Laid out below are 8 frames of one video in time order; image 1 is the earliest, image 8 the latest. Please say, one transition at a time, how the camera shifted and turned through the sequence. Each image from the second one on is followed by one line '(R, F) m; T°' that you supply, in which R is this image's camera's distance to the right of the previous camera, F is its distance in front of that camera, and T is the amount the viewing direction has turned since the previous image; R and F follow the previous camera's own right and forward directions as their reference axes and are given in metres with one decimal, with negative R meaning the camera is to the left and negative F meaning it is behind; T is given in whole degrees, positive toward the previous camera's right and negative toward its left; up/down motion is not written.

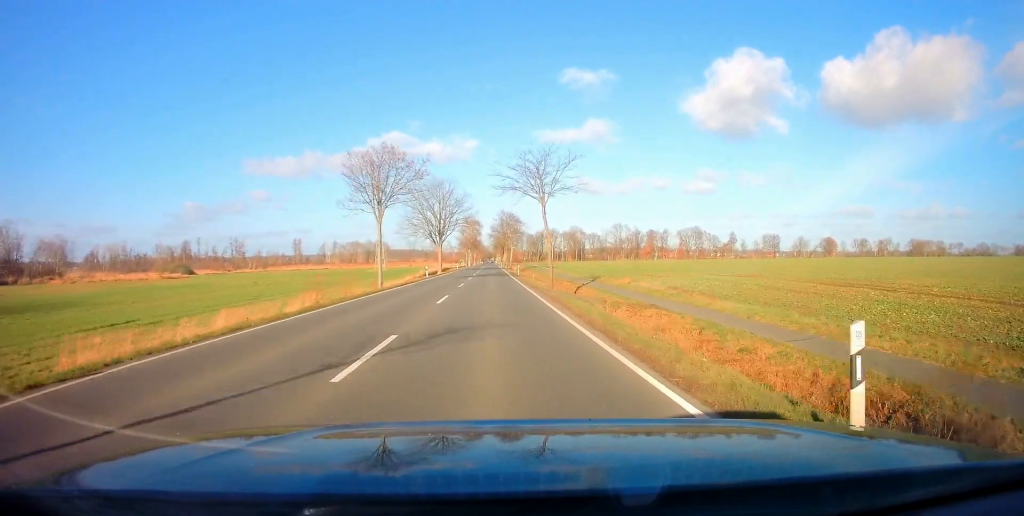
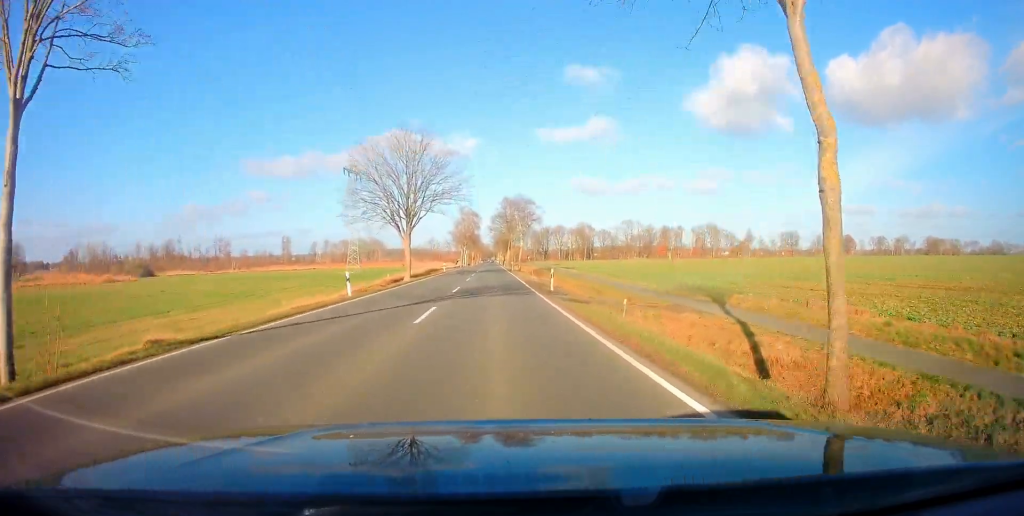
(-0.1, +30.0) m; 0°
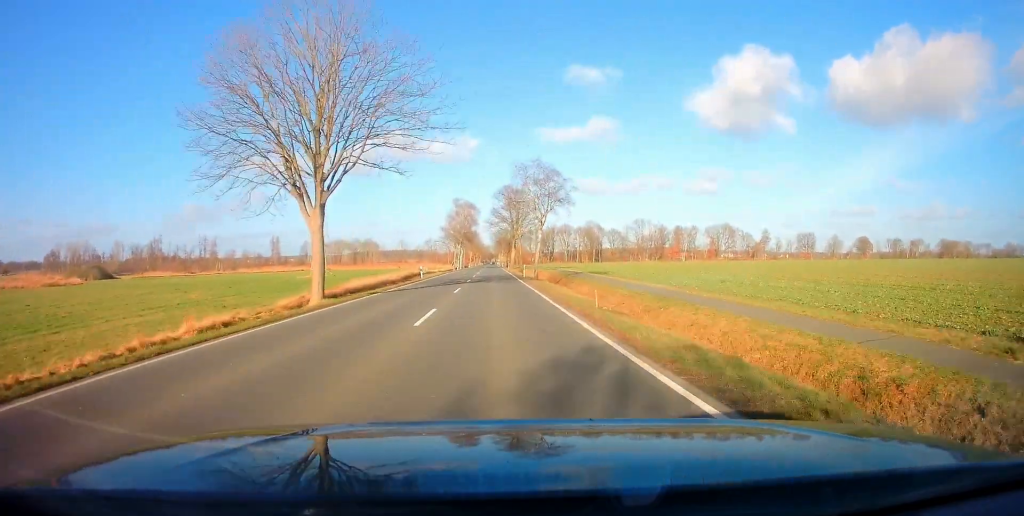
(0.0, +24.6) m; 0°
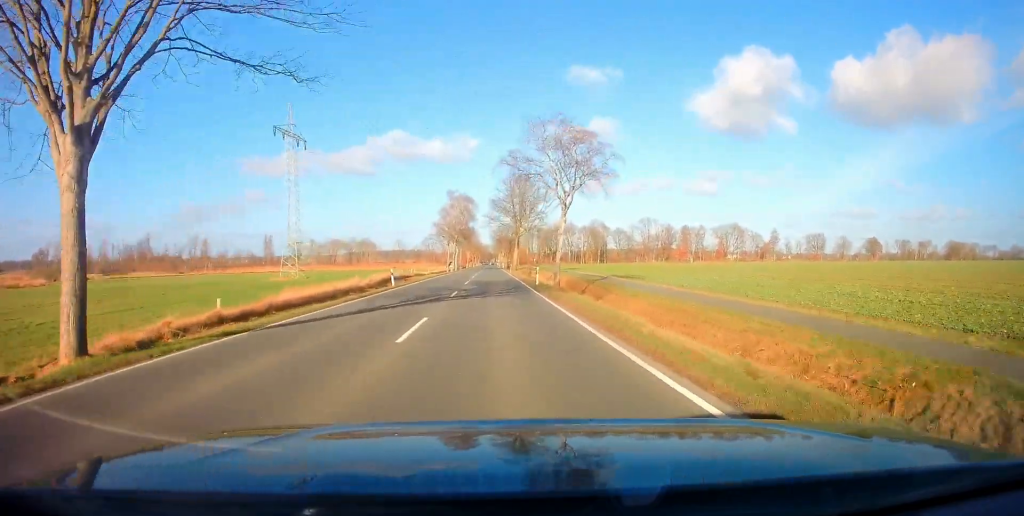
(0.0, +14.4) m; 0°
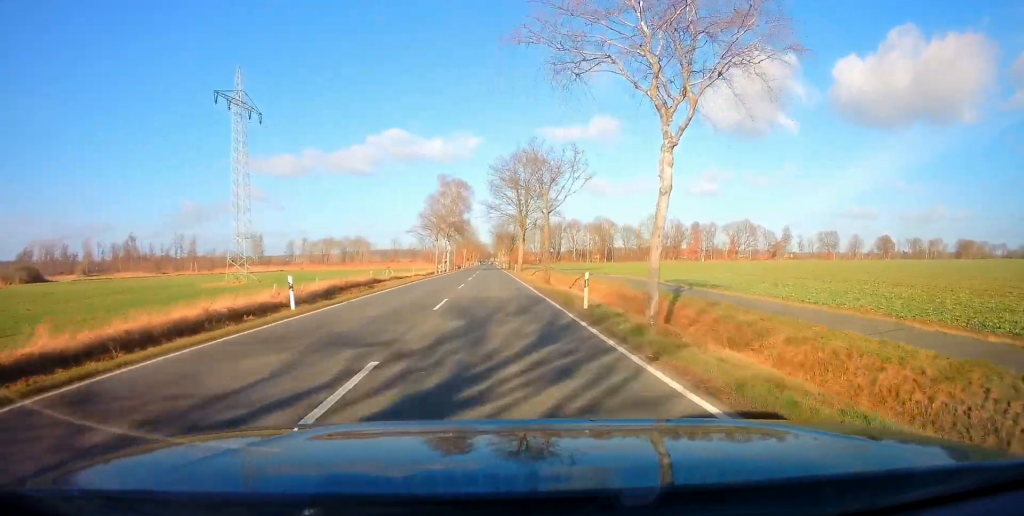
(0.0, +18.0) m; 0°
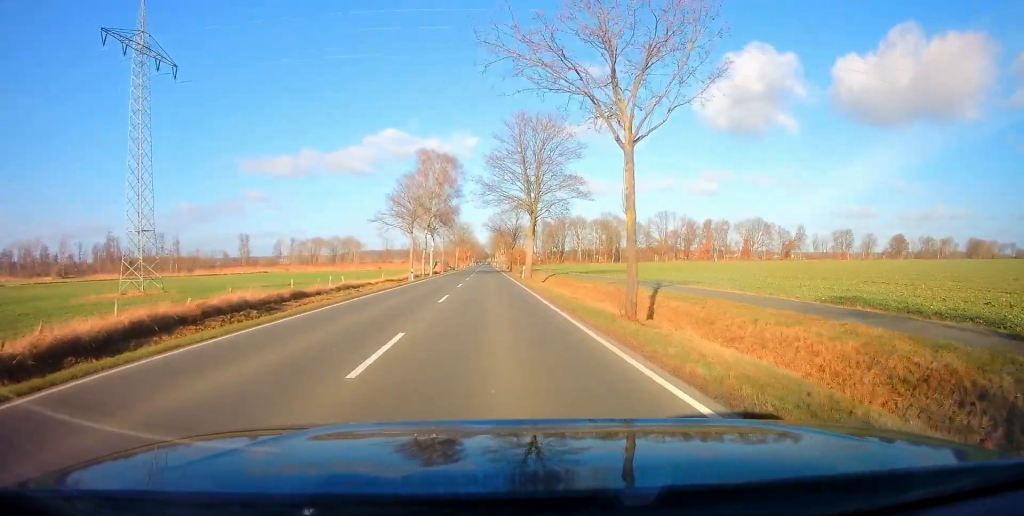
(0.0, +21.2) m; +1°
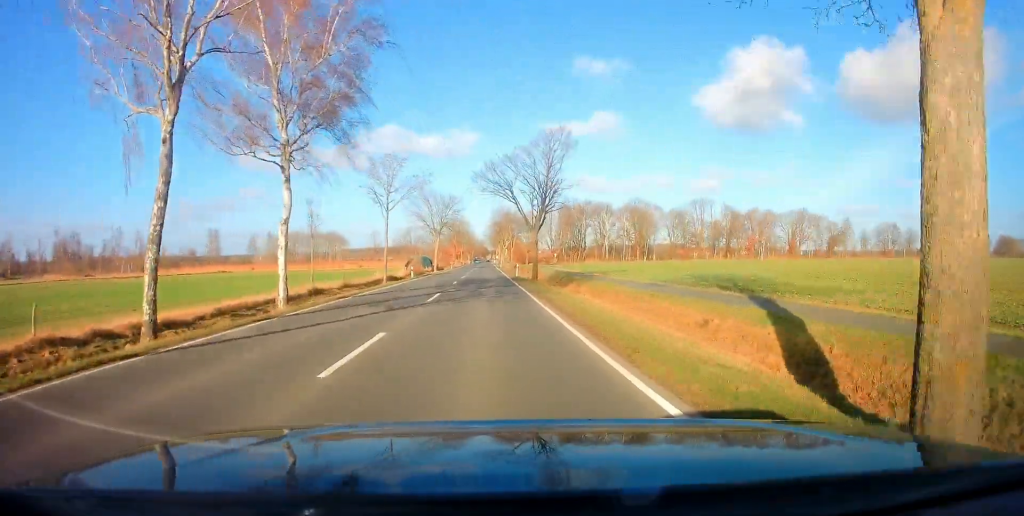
(+0.2, +48.4) m; 0°
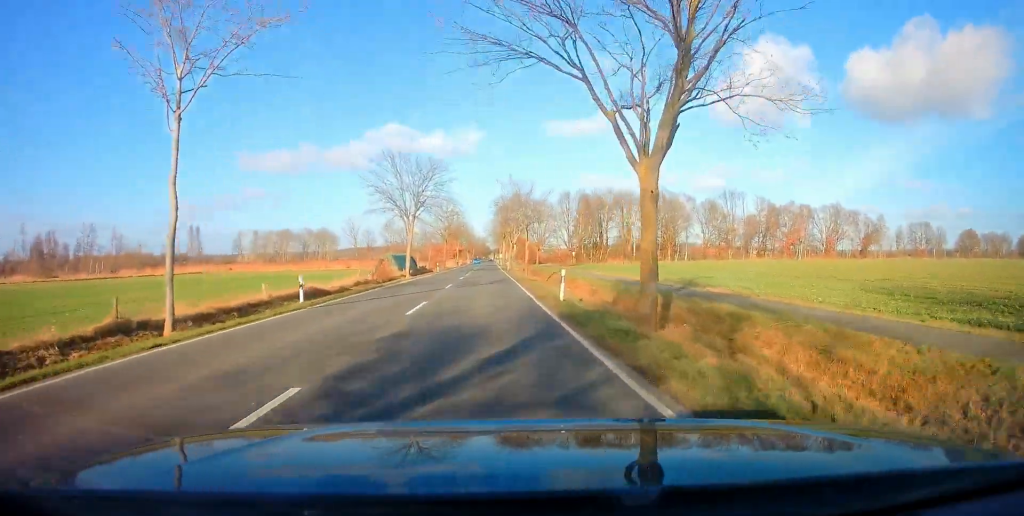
(-0.1, +28.7) m; 0°
